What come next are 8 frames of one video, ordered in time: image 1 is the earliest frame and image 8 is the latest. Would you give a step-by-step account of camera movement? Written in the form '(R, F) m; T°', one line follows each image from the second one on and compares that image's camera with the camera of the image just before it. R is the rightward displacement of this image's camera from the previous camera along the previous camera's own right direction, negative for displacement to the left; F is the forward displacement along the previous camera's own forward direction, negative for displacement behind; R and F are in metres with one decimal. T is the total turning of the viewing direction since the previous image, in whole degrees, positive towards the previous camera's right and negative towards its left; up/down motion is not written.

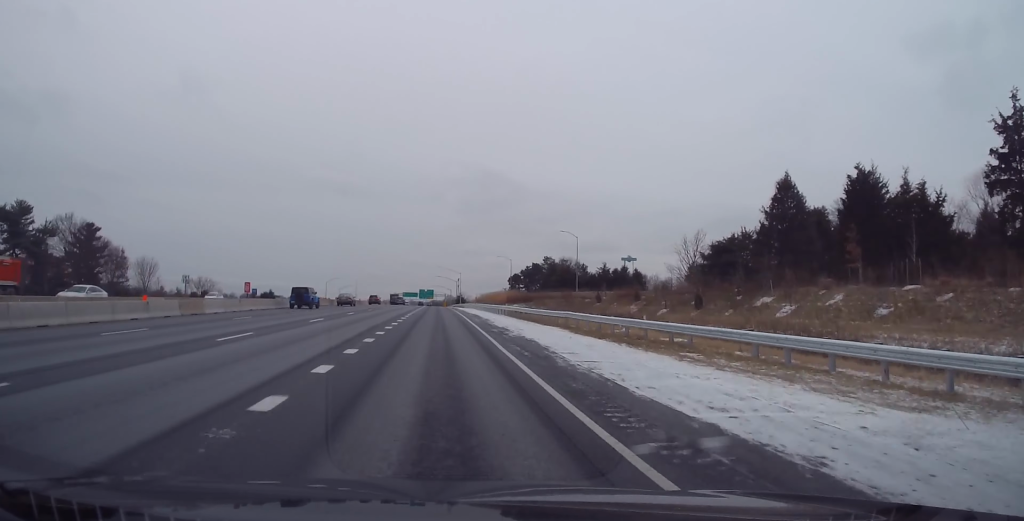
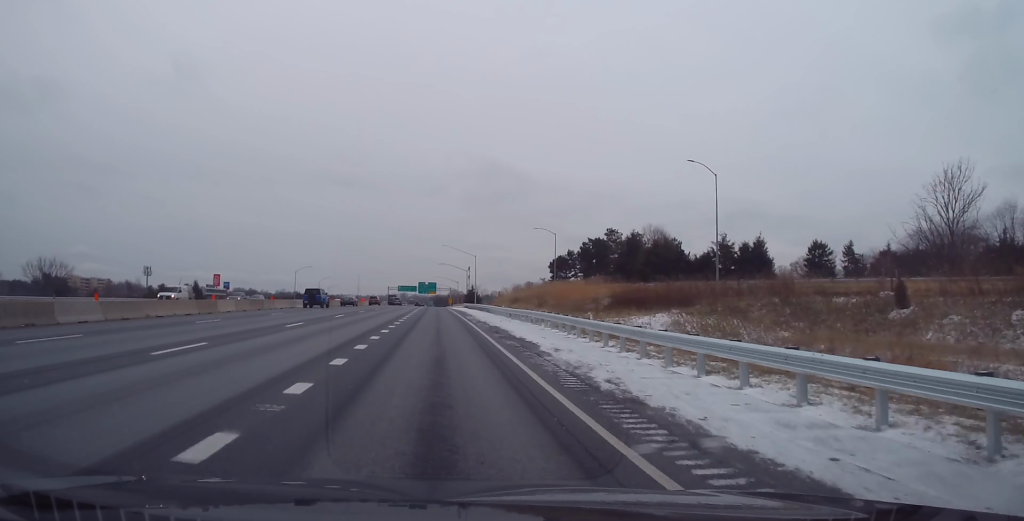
(+0.2, +63.4) m; 0°
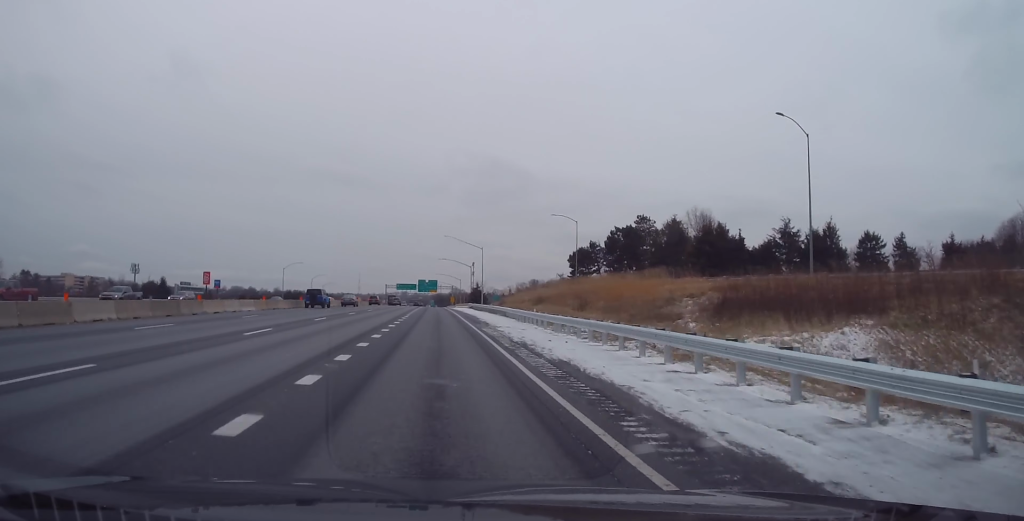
(-0.1, +17.1) m; 0°
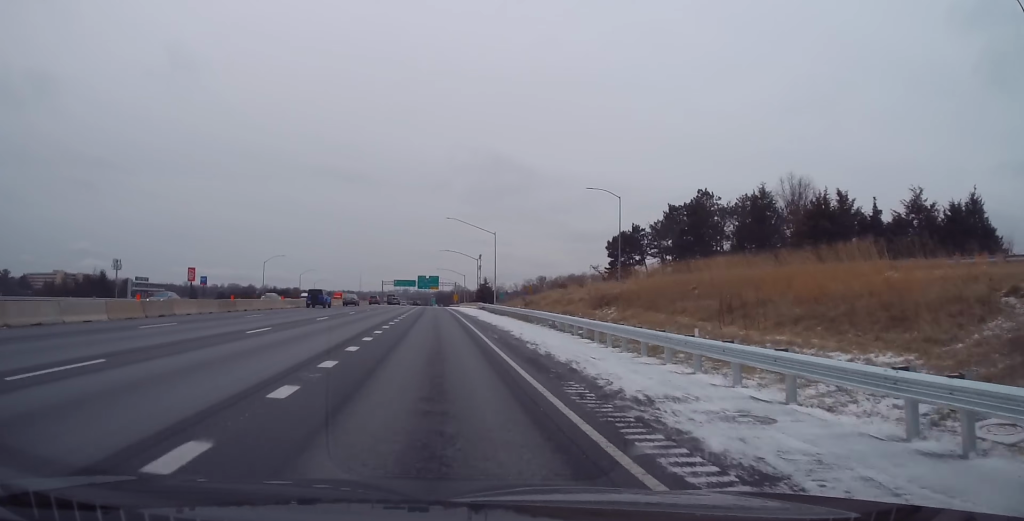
(0.0, +22.5) m; 0°
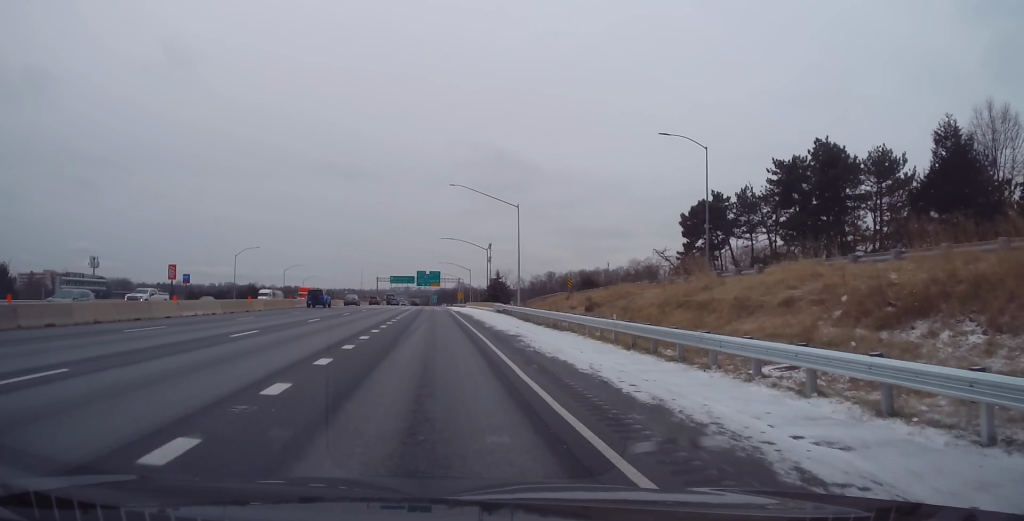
(0.0, +23.7) m; 0°
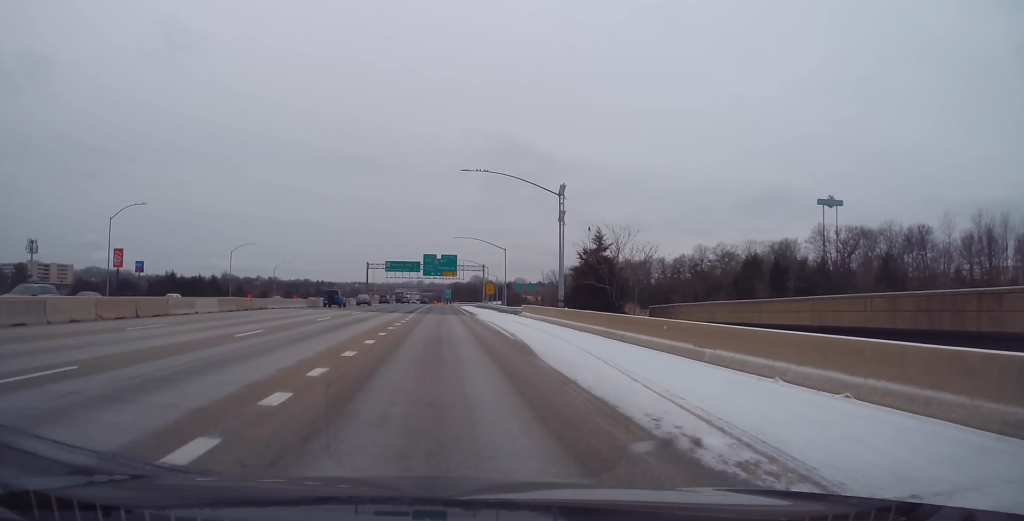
(-0.4, +61.2) m; -1°
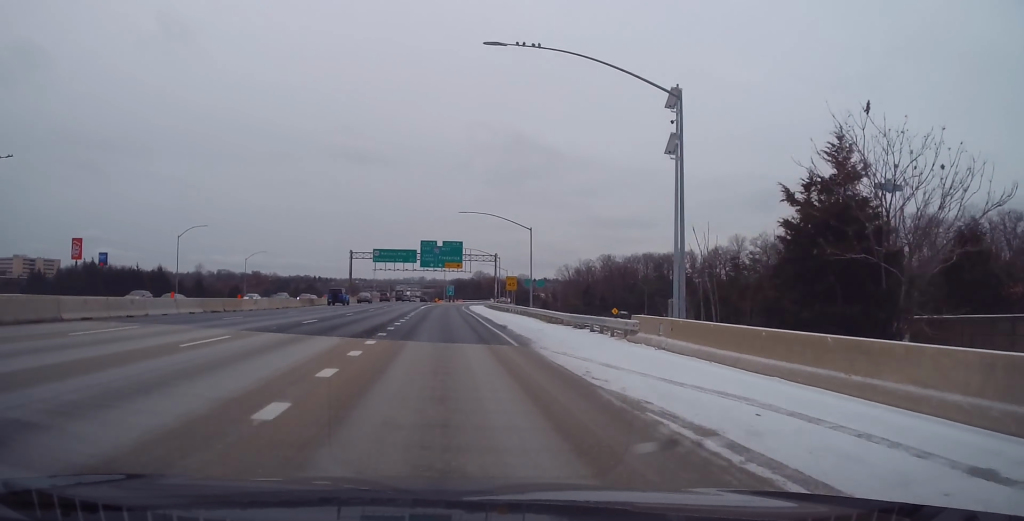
(-0.3, +28.2) m; 0°
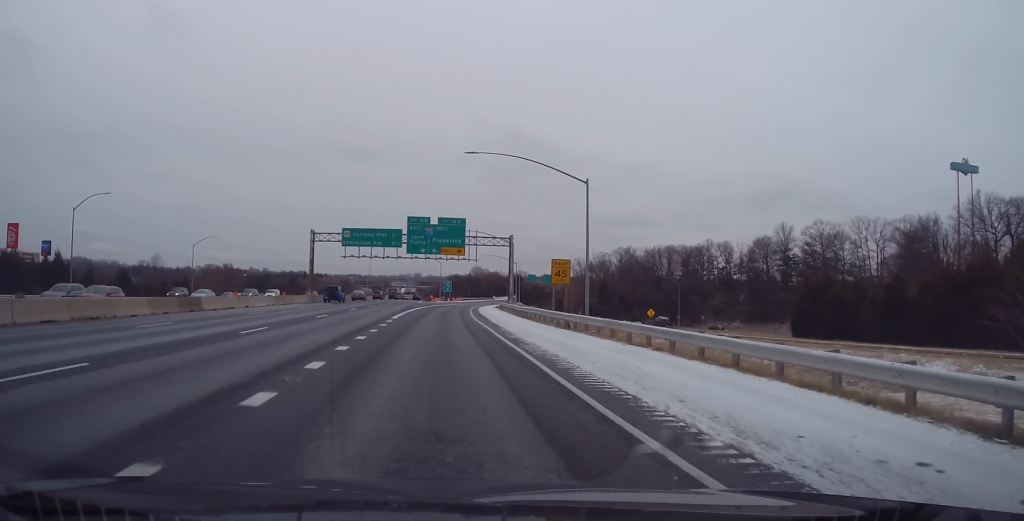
(+0.2, +32.1) m; +1°
